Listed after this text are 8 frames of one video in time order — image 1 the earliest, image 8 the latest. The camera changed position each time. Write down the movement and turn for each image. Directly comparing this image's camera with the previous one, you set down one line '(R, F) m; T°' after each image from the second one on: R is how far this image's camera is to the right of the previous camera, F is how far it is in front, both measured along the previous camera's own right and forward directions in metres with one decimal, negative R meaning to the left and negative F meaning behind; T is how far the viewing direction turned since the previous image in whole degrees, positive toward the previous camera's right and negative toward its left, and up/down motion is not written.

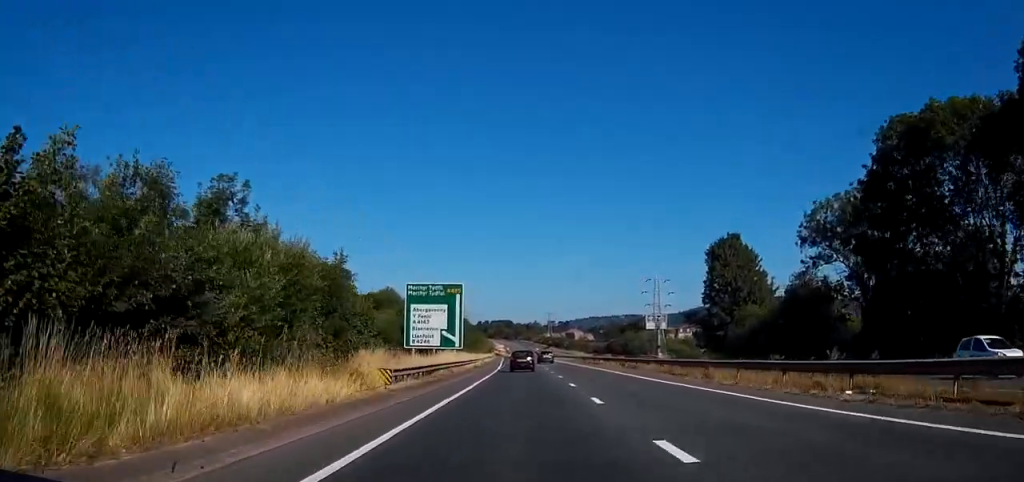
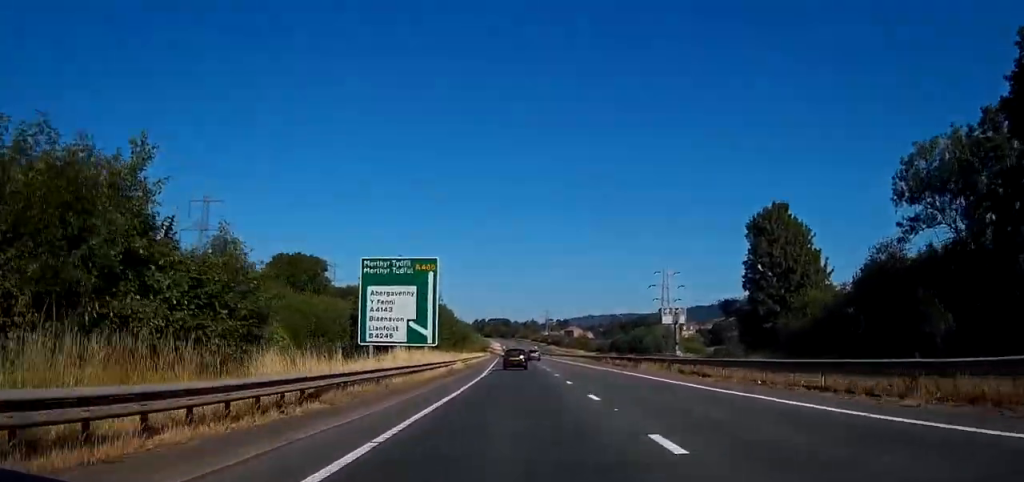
(0.0, +18.5) m; 0°
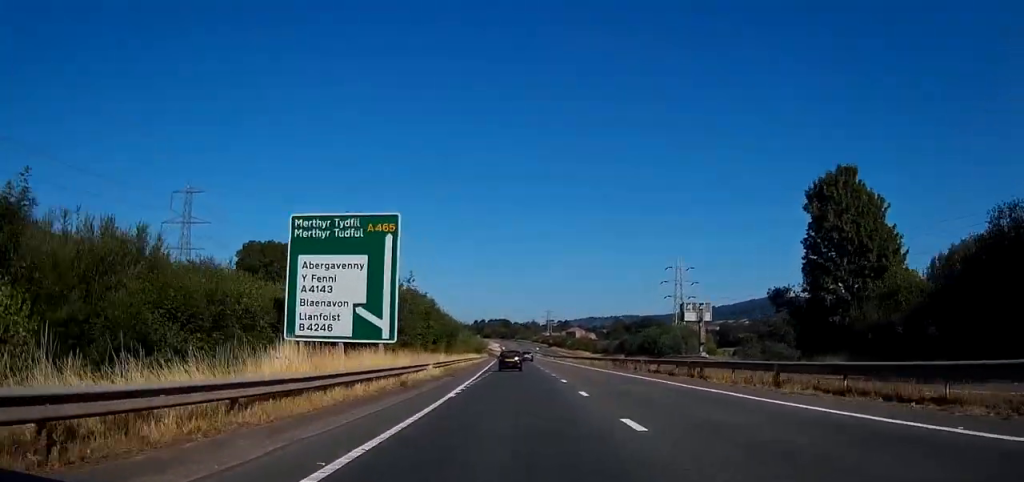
(0.0, +16.3) m; 0°
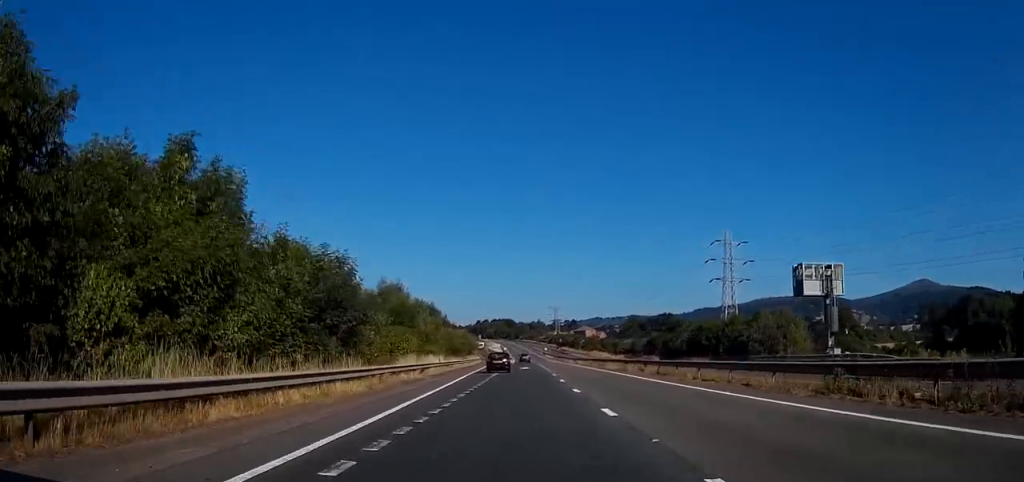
(0.0, +44.0) m; 0°
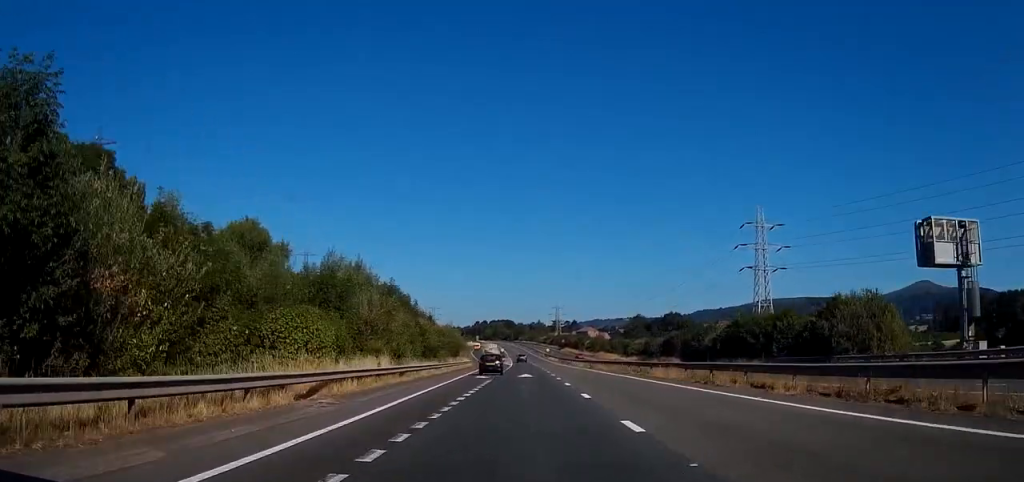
(-0.1, +21.5) m; 0°
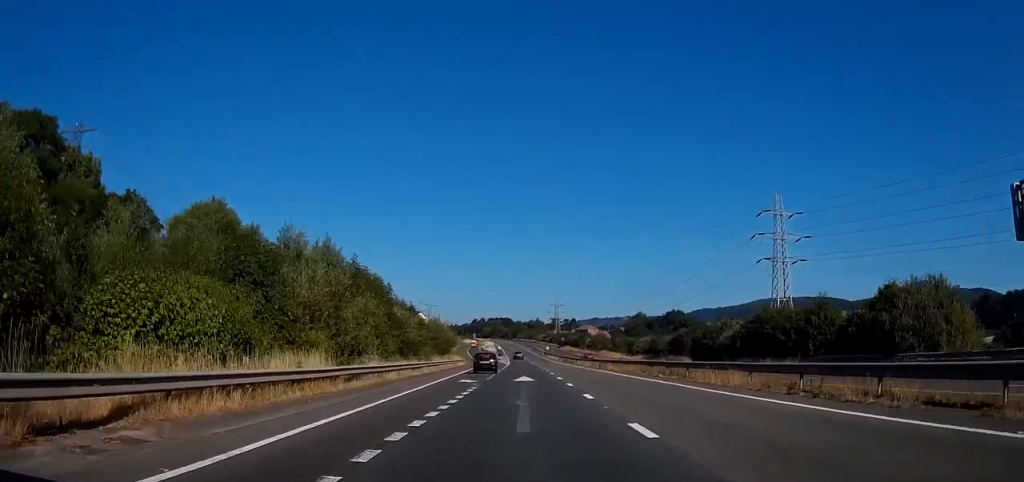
(0.0, +10.5) m; 0°
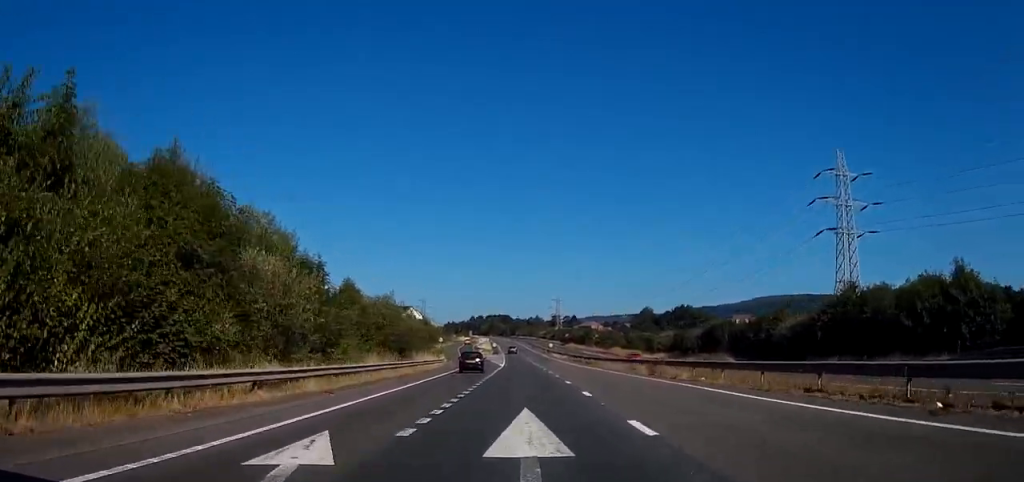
(+0.1, +26.0) m; 0°
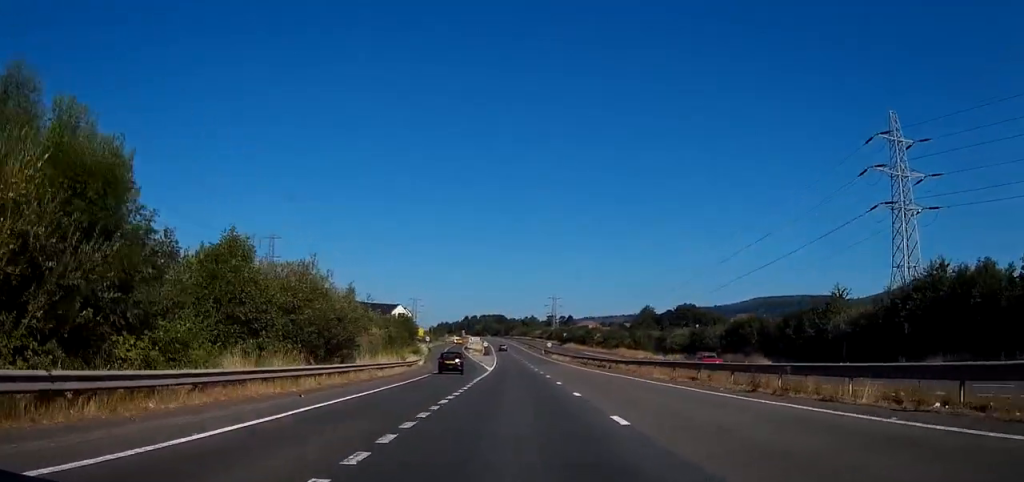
(-0.1, +17.2) m; 0°
